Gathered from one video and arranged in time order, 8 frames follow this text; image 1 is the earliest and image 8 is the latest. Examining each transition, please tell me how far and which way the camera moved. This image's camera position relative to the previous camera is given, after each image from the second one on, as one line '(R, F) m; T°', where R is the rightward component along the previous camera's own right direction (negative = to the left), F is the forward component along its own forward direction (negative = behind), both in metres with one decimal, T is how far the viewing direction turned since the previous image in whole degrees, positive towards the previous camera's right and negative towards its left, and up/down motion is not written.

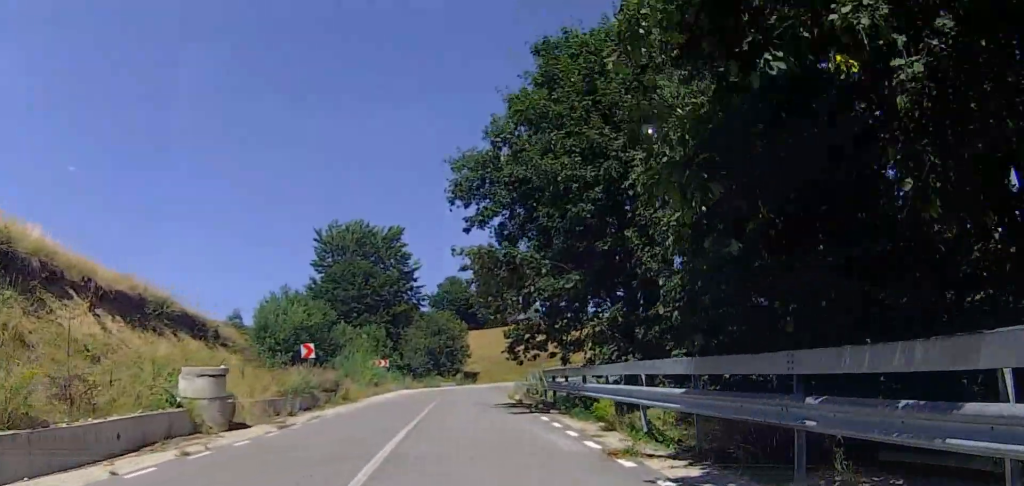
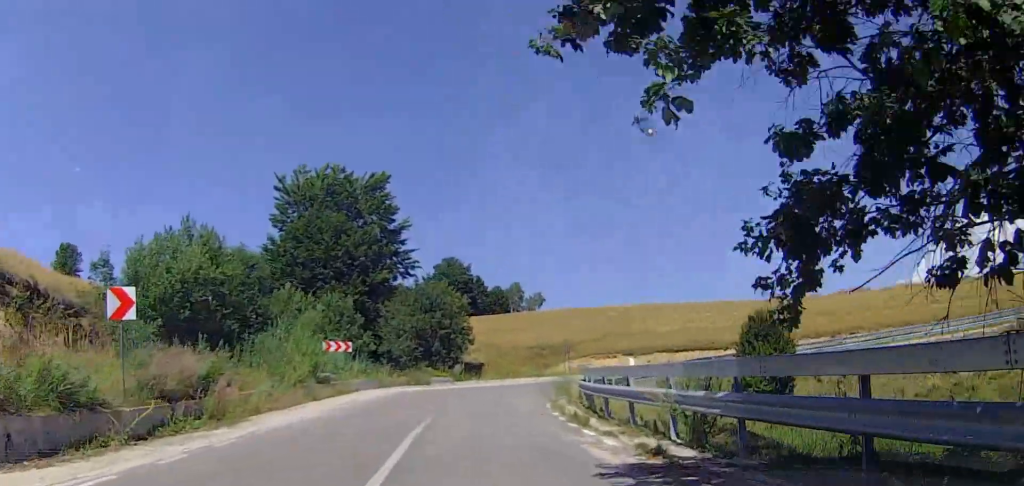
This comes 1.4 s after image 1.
(+0.8, +18.7) m; -3°
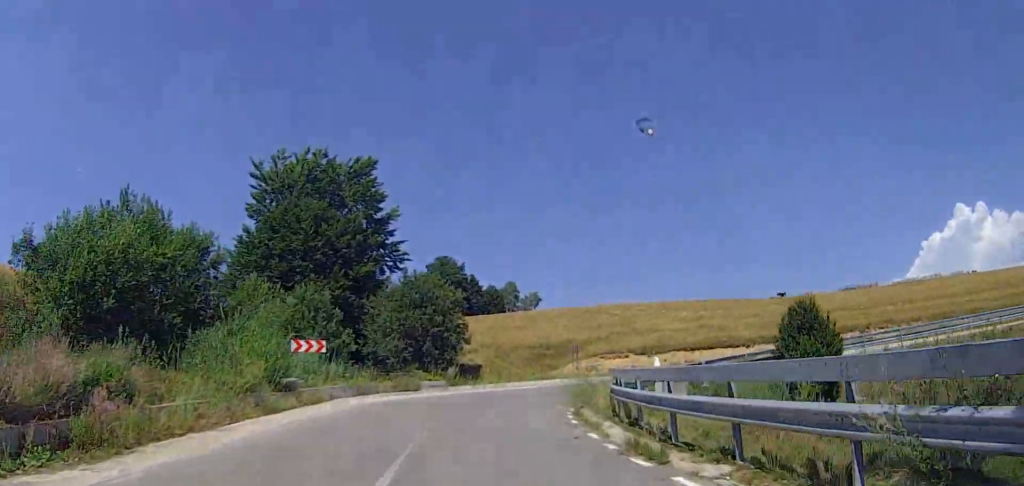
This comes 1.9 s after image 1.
(-0.7, +5.6) m; 0°
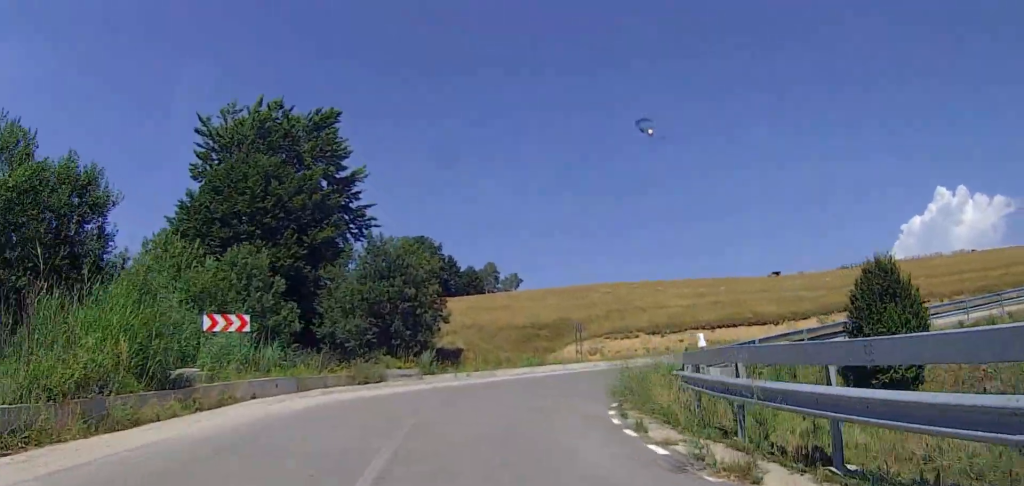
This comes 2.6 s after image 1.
(-0.6, +8.8) m; +2°
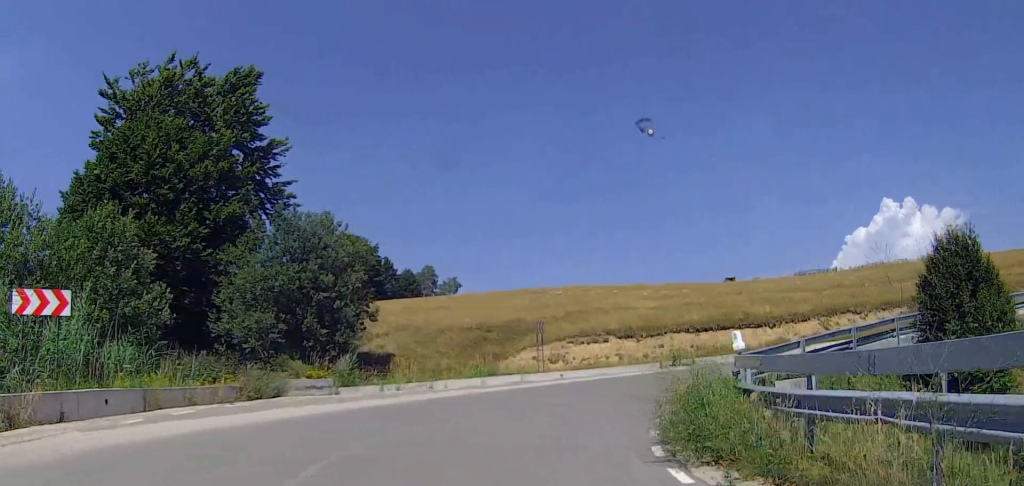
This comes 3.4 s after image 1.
(+1.0, +8.4) m; +7°
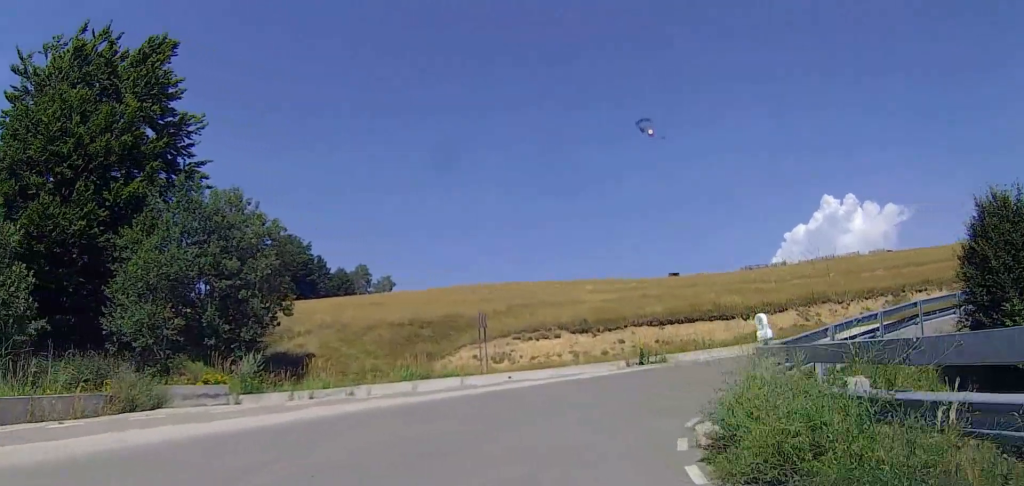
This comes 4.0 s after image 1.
(+0.1, +4.9) m; +3°
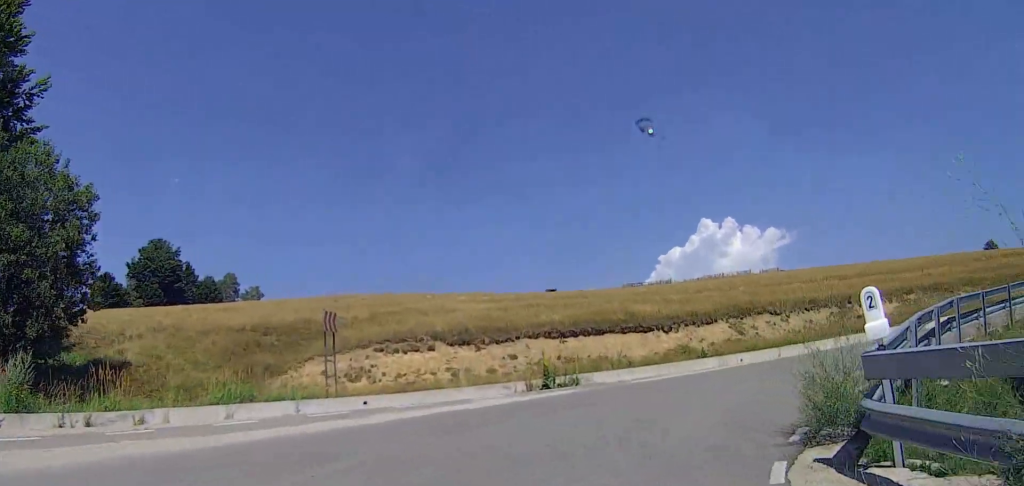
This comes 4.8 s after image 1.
(+0.3, +7.2) m; +13°
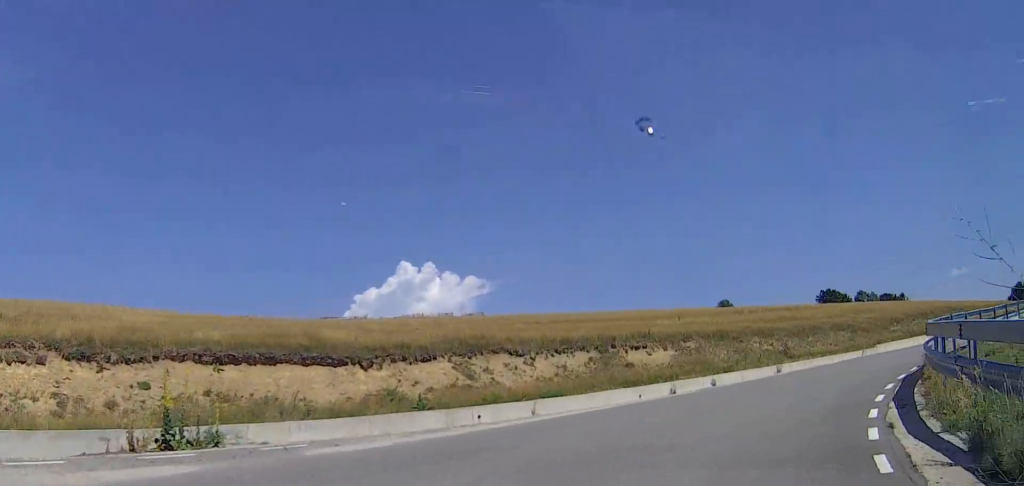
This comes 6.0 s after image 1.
(+2.1, +8.1) m; +28°
